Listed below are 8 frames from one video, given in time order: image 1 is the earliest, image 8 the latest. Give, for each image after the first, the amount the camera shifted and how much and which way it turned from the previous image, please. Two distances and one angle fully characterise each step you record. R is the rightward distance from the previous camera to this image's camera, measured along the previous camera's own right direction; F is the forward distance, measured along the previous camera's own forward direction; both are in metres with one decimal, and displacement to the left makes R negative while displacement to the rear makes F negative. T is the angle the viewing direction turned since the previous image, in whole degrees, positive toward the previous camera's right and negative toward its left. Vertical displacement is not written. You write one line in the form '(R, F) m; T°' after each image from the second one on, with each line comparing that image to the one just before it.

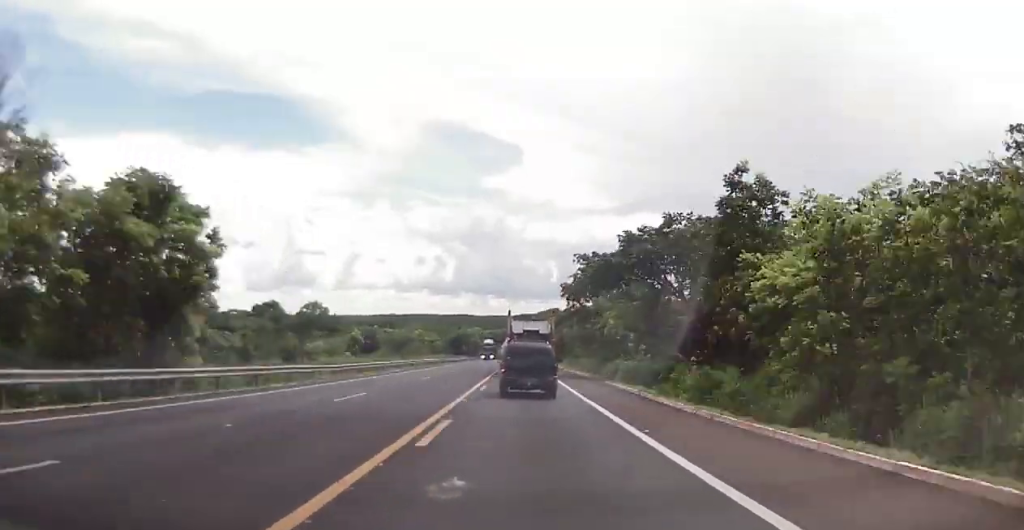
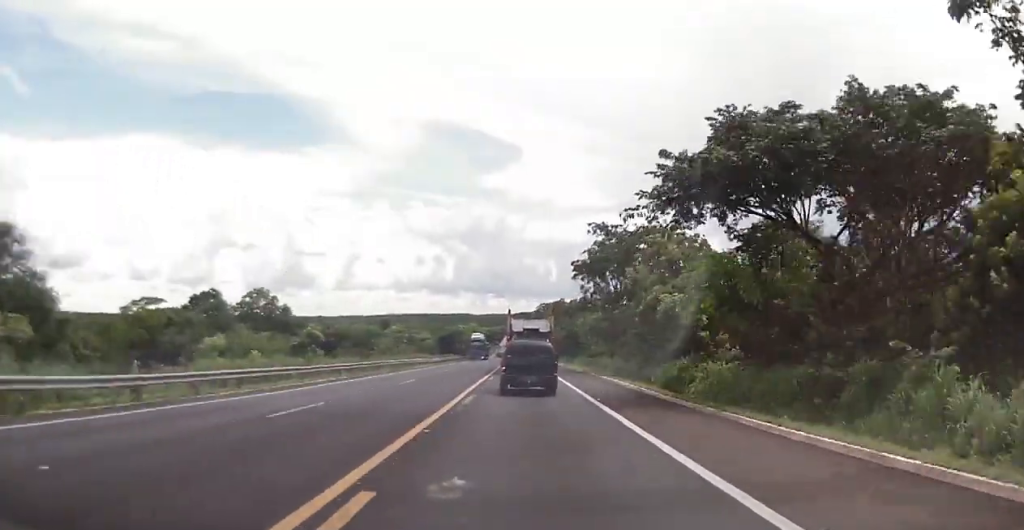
(-0.2, +22.0) m; 0°
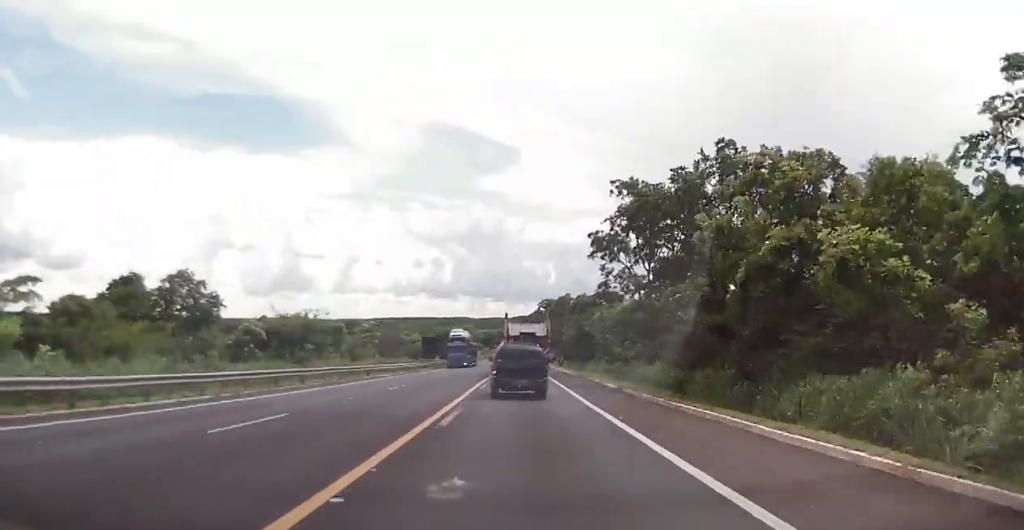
(0.0, +19.4) m; 0°
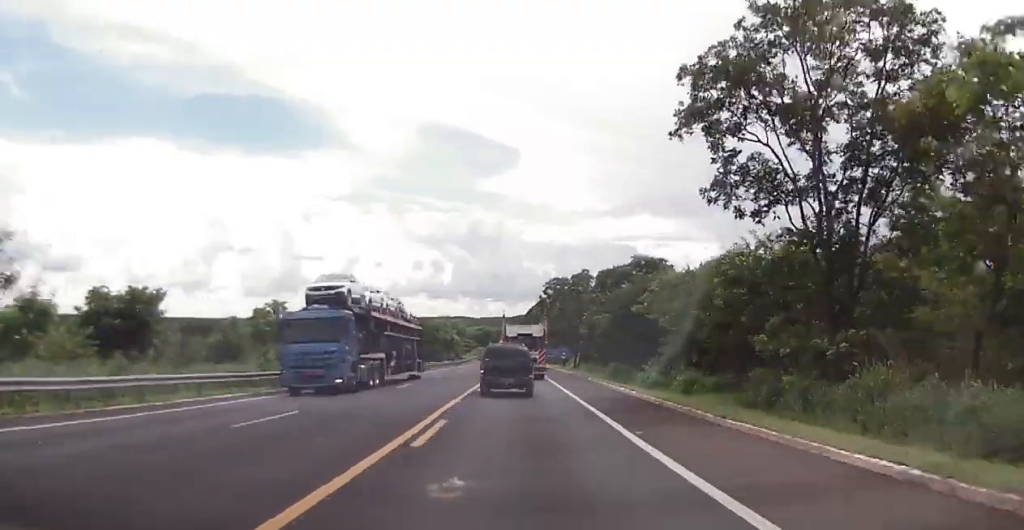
(+0.2, +32.2) m; 0°
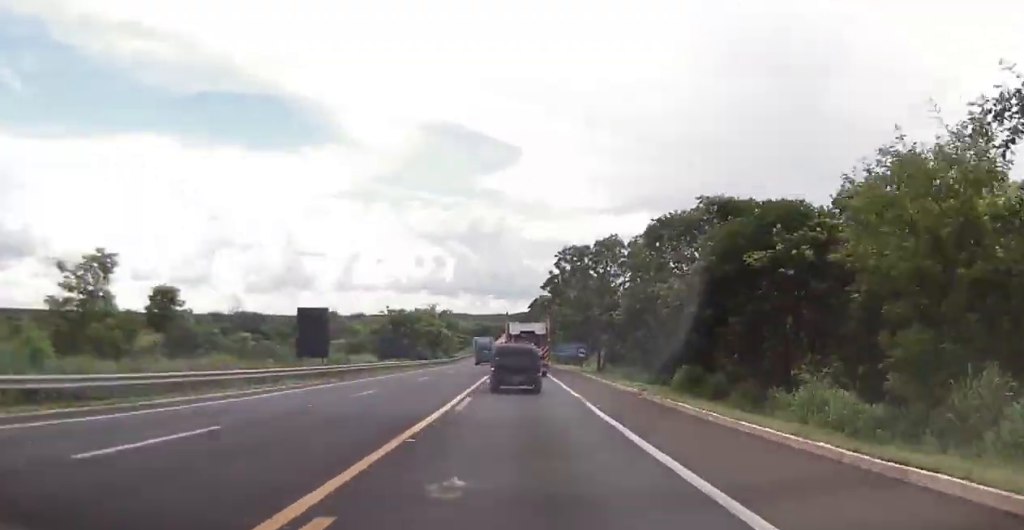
(0.0, +23.2) m; 0°
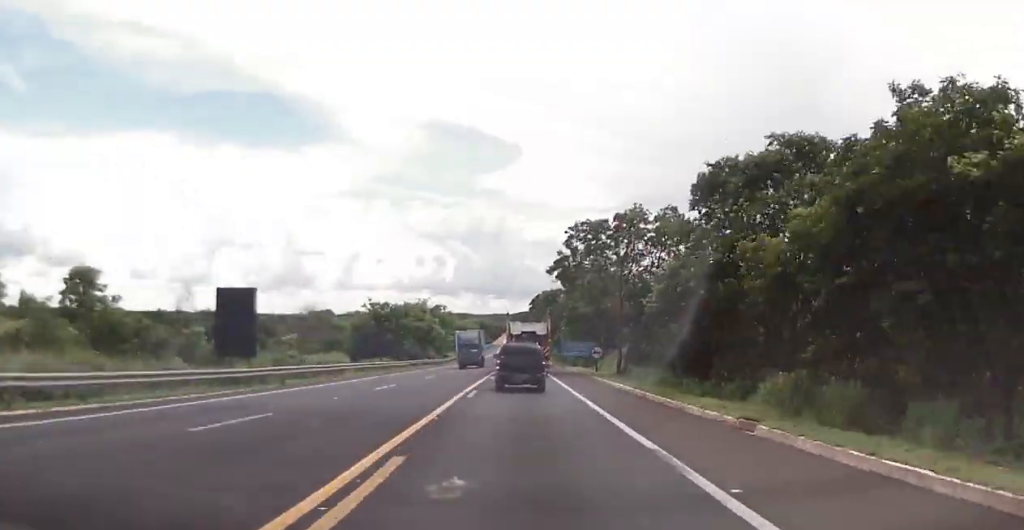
(0.0, +12.0) m; 0°
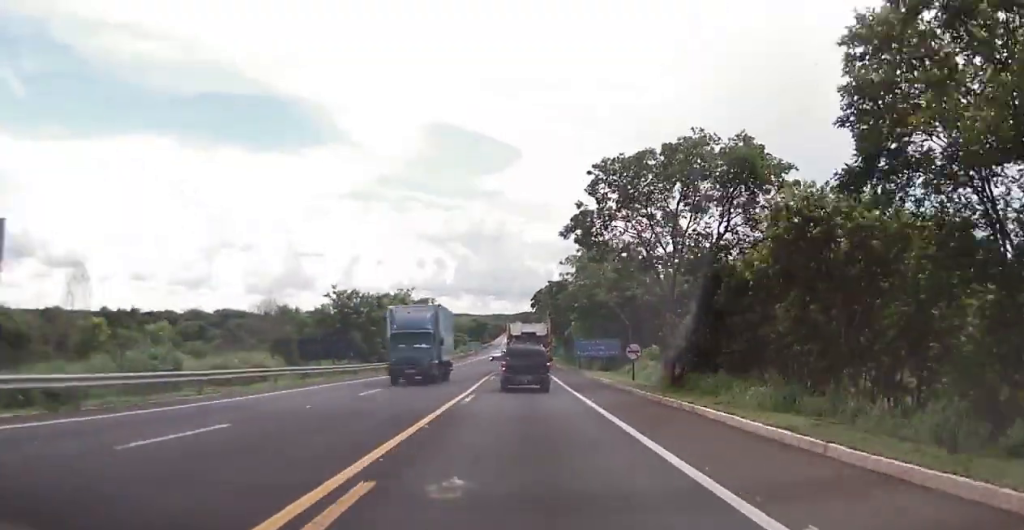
(0.0, +16.8) m; 0°
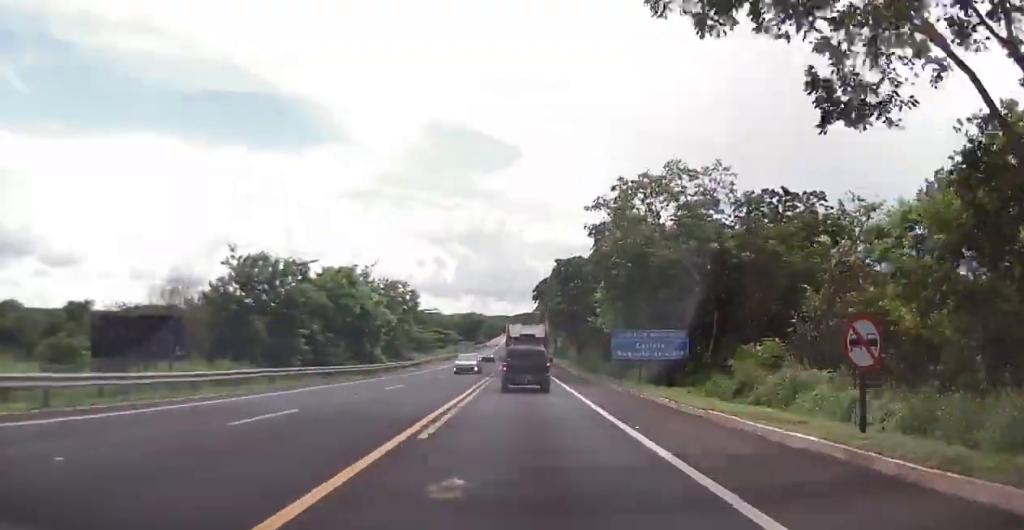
(0.0, +24.9) m; 0°
